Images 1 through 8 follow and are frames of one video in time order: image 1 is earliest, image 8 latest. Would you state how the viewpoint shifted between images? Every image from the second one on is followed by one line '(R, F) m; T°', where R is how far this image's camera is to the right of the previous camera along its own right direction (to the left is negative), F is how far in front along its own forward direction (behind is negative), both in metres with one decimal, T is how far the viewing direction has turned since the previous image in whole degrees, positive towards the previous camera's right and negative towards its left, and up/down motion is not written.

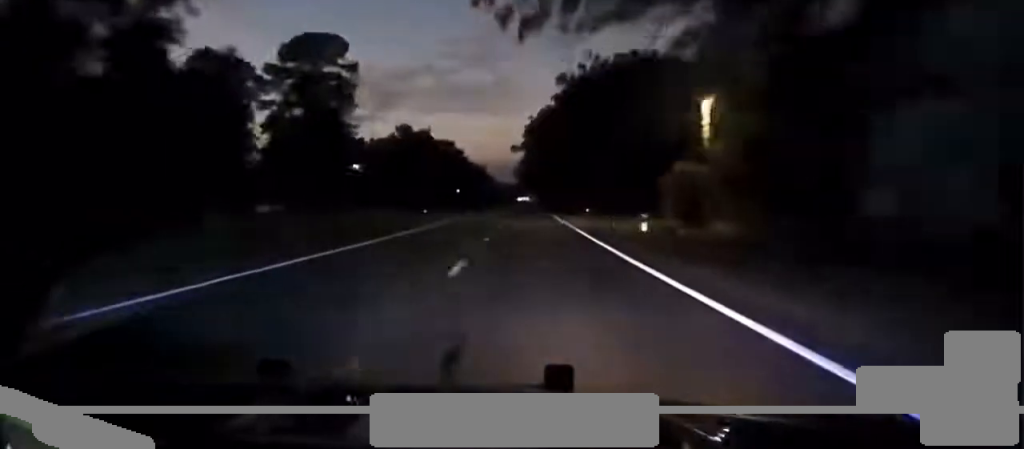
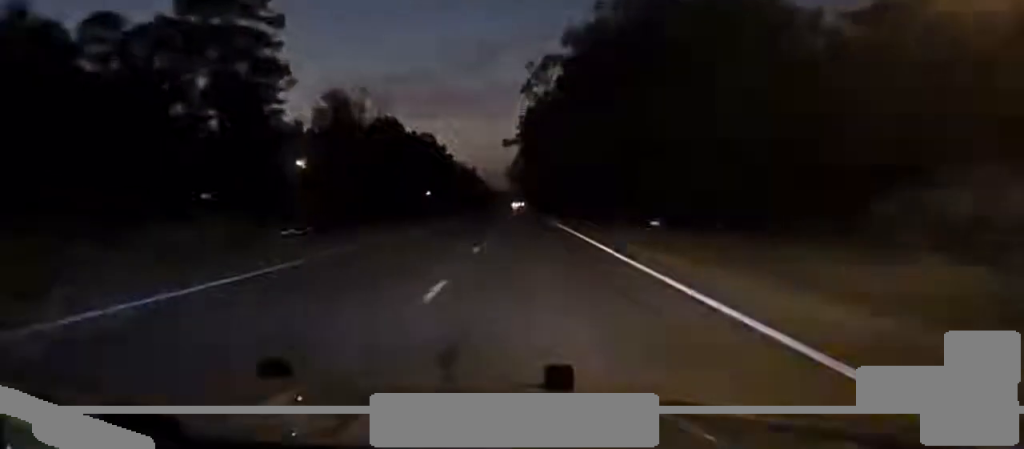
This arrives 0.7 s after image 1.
(+0.2, +40.3) m; 0°
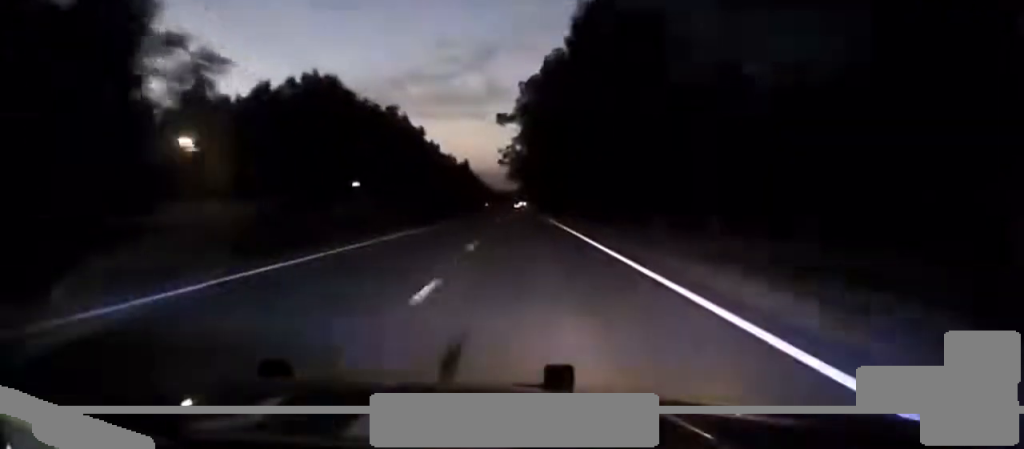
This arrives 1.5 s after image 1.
(+0.1, +46.5) m; 0°
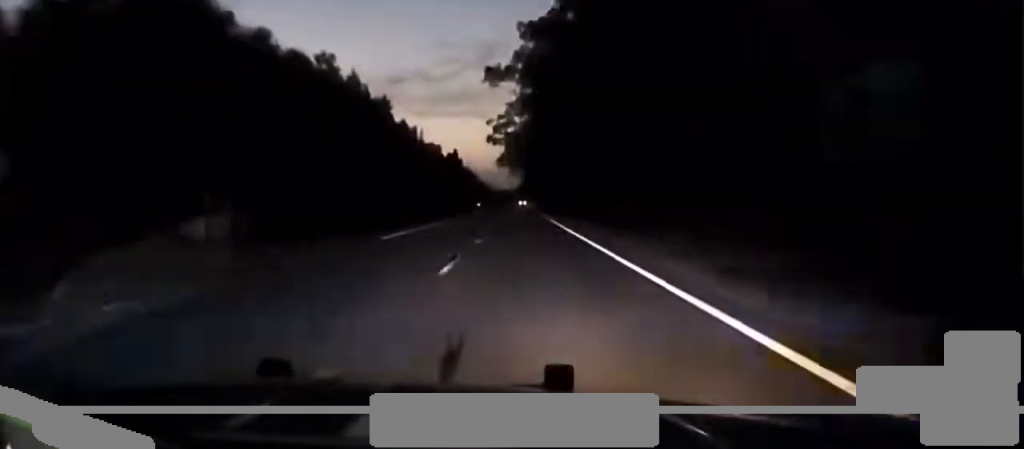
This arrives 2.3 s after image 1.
(0.0, +41.0) m; 0°
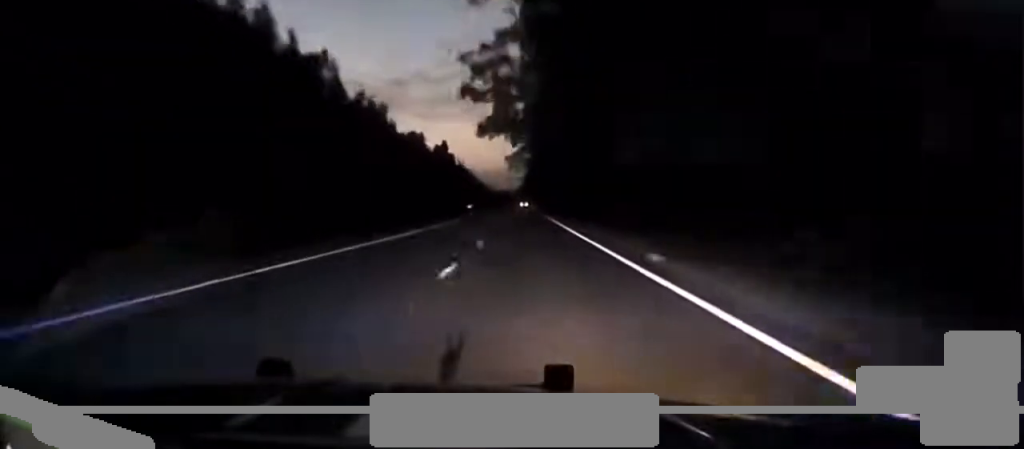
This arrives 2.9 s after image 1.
(0.0, +33.8) m; 0°
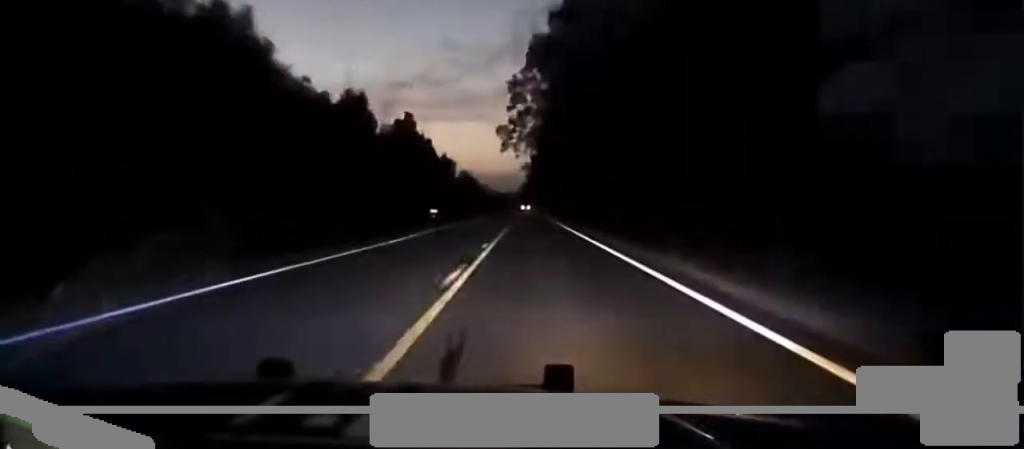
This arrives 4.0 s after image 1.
(-0.1, +62.0) m; 0°
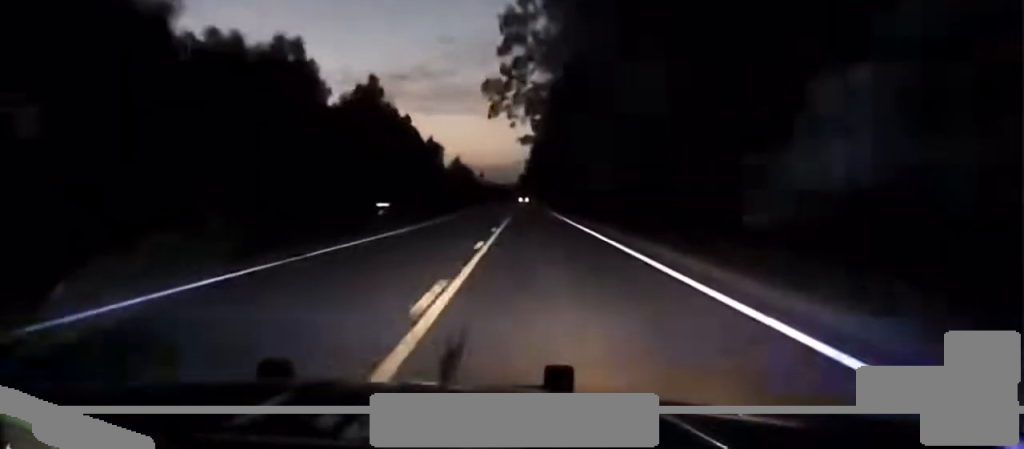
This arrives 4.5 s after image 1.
(0.0, +30.9) m; 0°
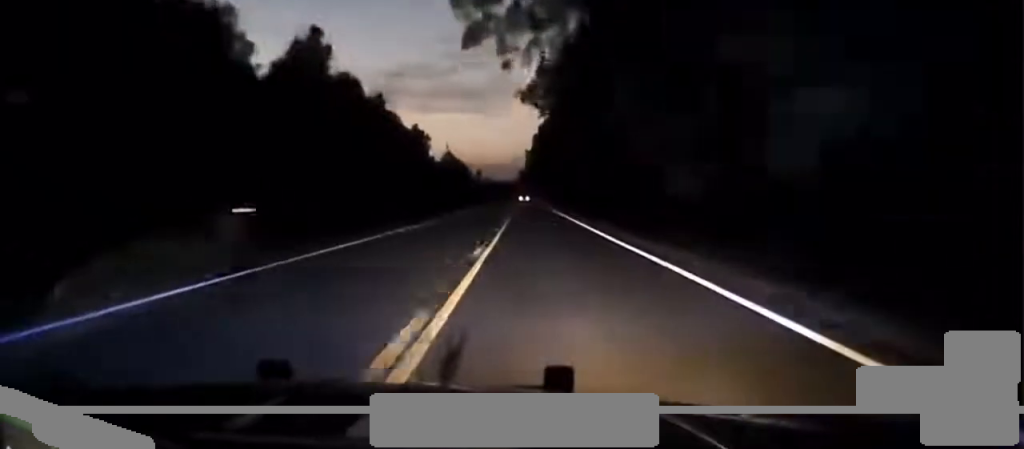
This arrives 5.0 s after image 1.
(-0.1, +28.5) m; 0°
